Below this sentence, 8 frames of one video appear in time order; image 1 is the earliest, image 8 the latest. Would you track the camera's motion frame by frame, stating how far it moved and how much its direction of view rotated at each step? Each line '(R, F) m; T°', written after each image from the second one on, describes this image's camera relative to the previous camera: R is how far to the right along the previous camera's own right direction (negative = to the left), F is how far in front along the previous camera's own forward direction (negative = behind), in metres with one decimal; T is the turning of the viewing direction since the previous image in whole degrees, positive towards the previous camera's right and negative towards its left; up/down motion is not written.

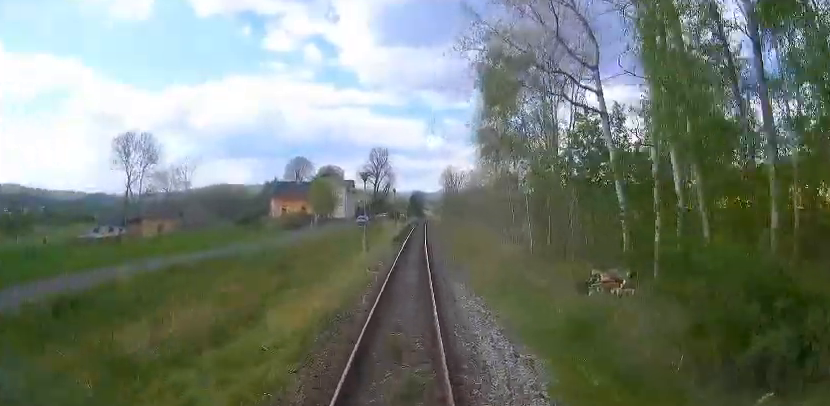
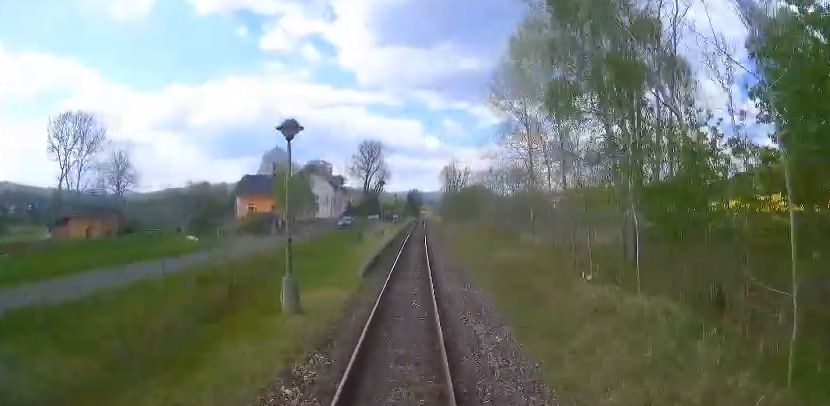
(0.0, +14.4) m; +1°
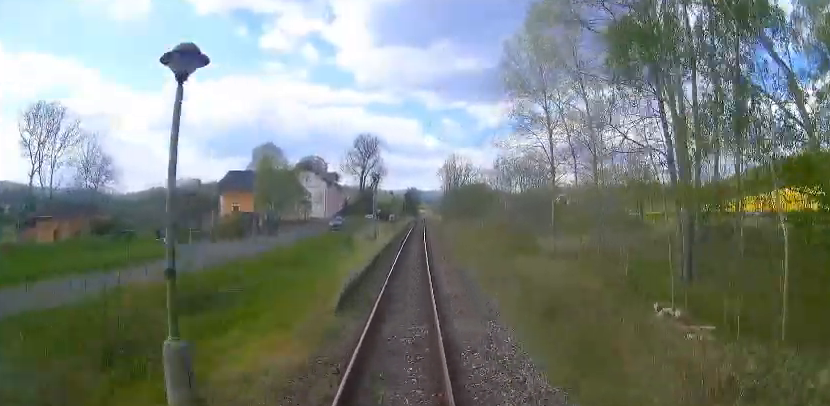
(0.0, +5.0) m; 0°
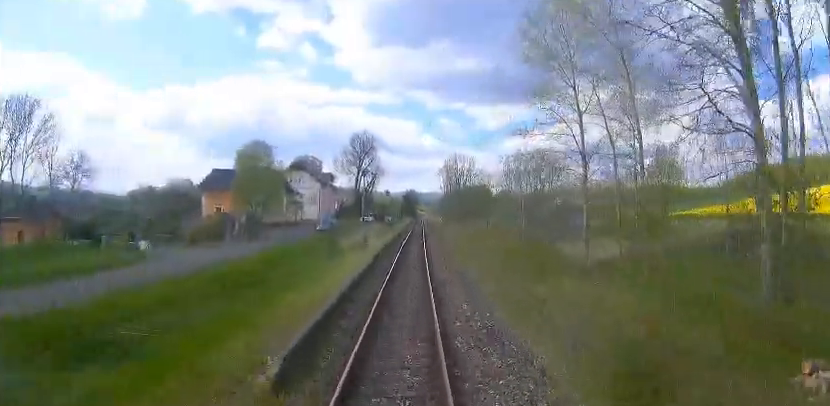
(+0.3, +5.0) m; 0°
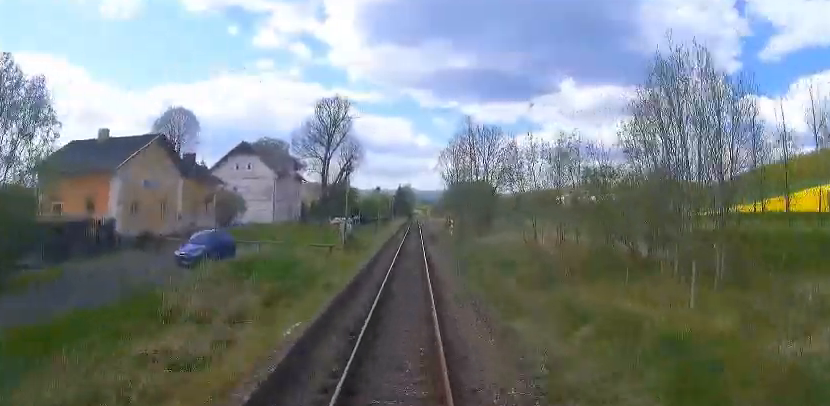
(-1.0, +26.5) m; -3°
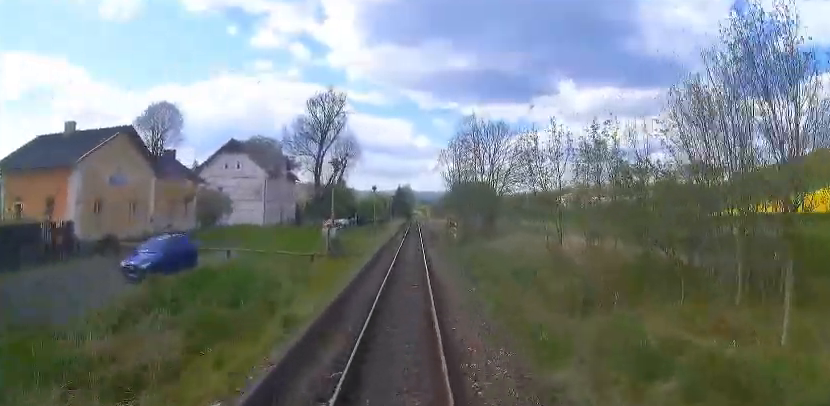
(-0.1, +3.8) m; 0°
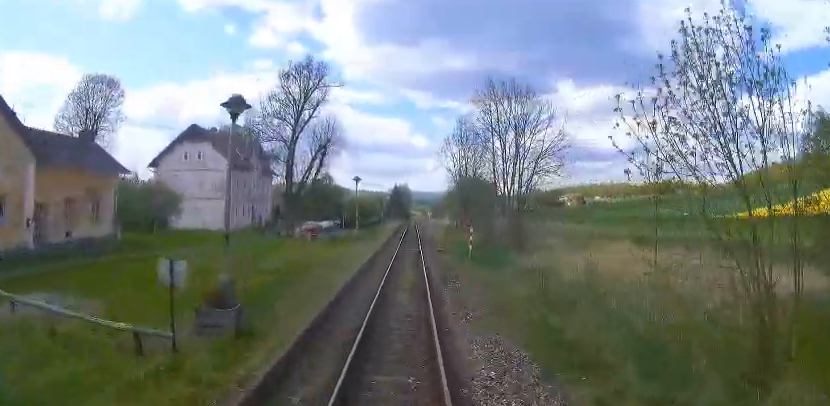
(+0.4, +11.5) m; +3°
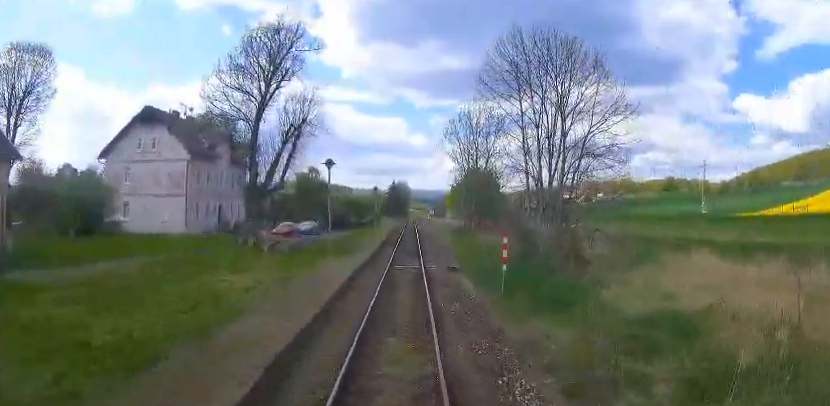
(0.0, +9.7) m; 0°
